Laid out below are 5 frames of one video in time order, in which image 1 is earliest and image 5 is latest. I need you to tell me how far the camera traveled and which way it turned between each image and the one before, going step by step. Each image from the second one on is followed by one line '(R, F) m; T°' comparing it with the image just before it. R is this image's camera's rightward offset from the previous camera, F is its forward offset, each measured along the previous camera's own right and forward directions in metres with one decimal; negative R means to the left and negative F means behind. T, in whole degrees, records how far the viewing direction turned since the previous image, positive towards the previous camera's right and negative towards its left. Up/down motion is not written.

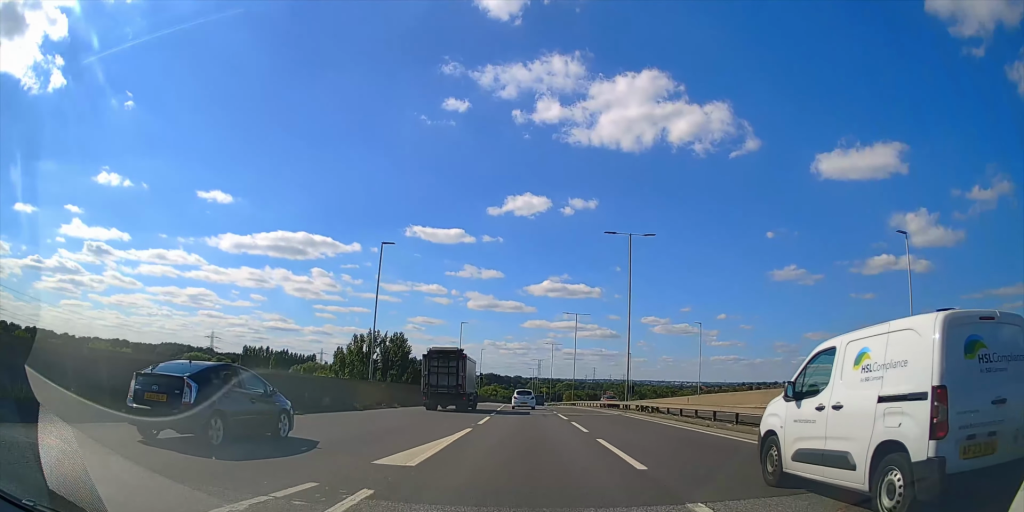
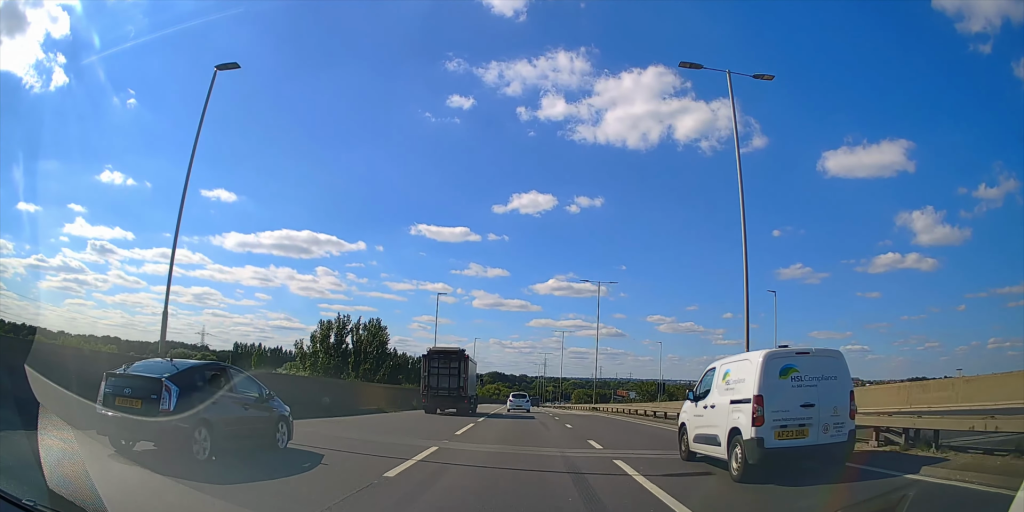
(+0.2, +22.4) m; -1°
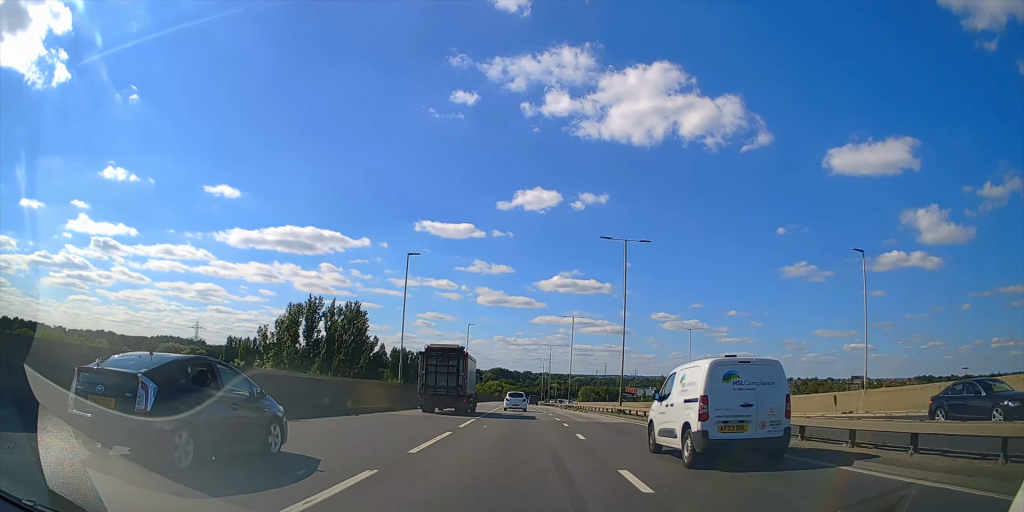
(-0.4, +15.0) m; -1°
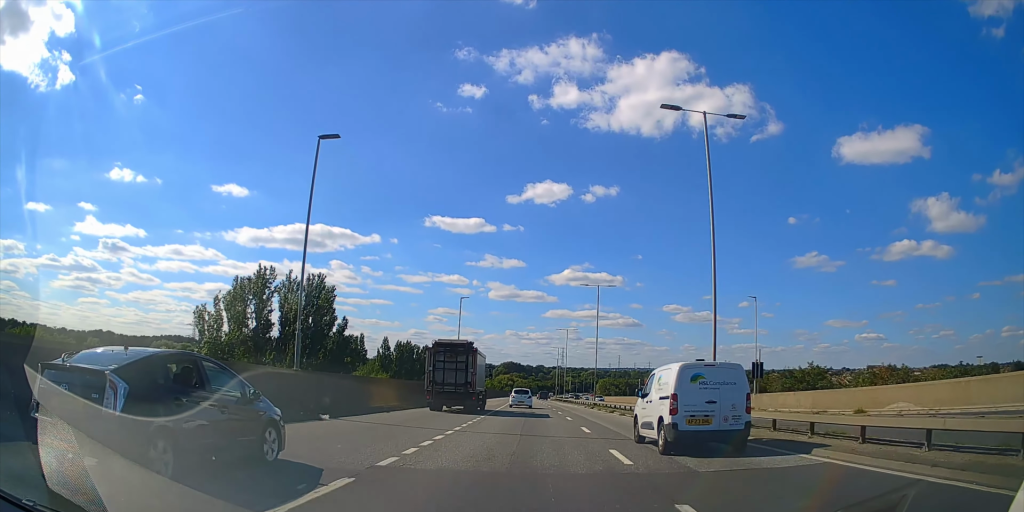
(0.0, +19.4) m; -1°
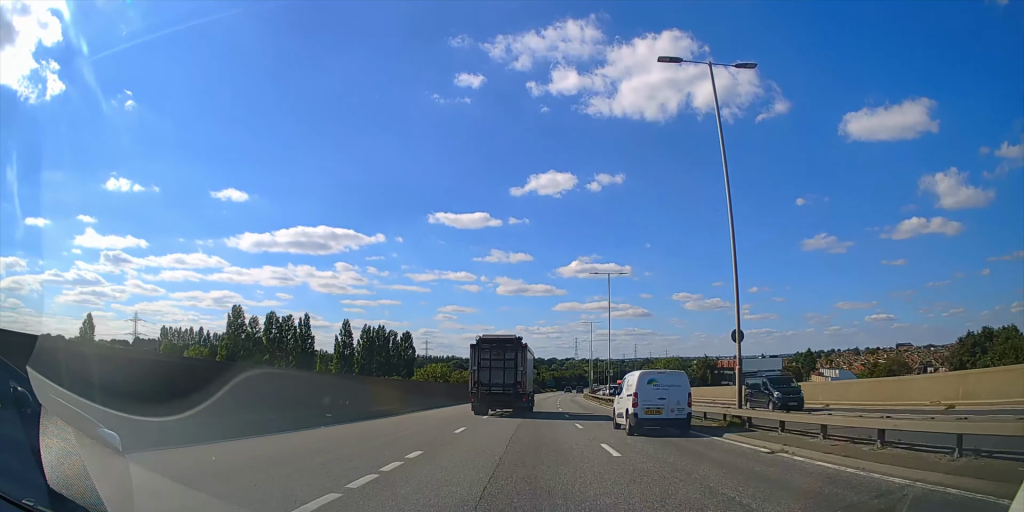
(-1.3, +82.1) m; -1°
